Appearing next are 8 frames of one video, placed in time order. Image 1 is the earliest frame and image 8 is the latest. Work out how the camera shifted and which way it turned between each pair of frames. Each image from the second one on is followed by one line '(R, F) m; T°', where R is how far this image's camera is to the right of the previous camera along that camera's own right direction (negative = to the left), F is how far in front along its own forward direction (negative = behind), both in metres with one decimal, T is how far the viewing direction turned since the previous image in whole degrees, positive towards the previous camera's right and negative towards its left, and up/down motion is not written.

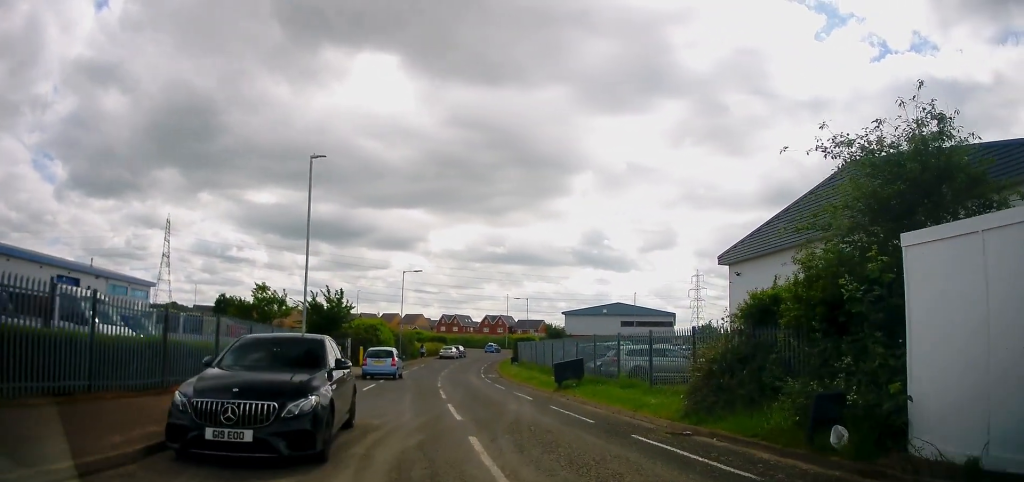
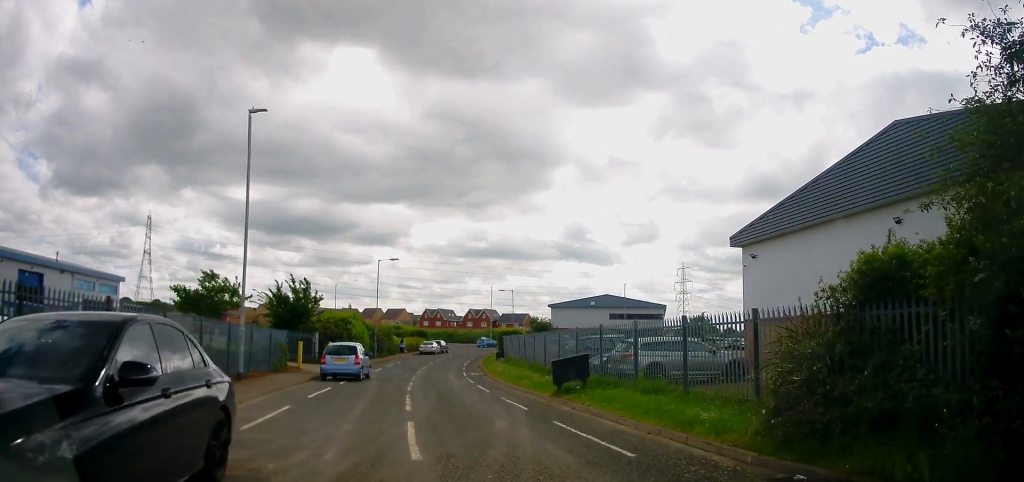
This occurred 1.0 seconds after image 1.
(+0.1, +4.6) m; +3°
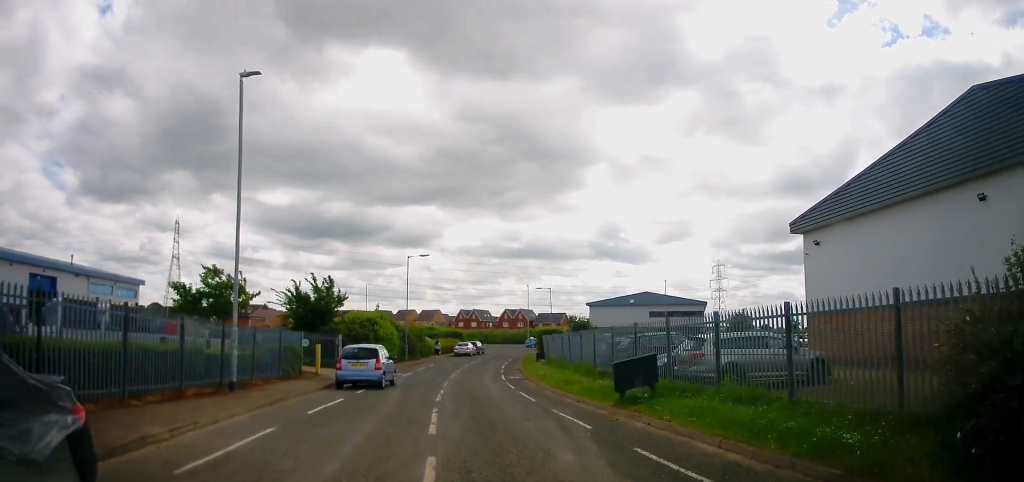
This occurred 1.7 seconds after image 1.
(0.0, +3.2) m; -1°
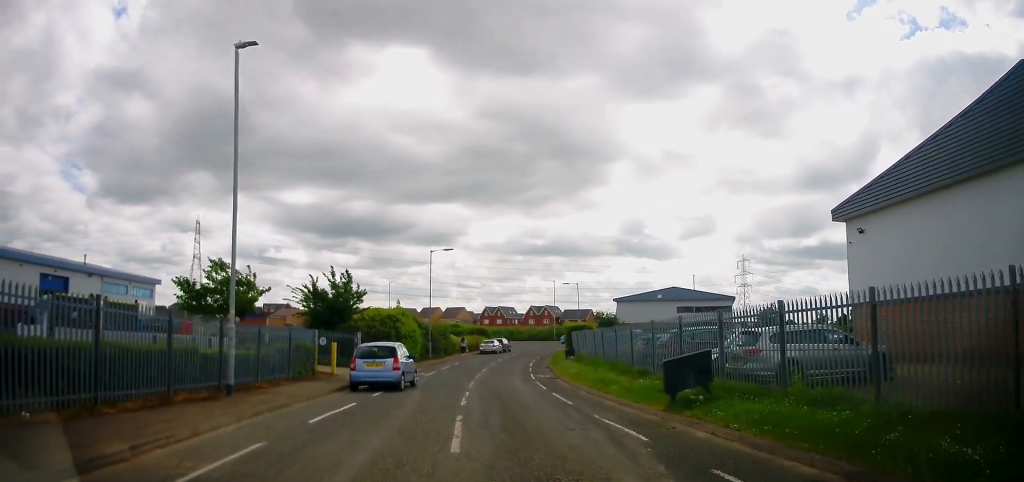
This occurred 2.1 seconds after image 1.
(+0.1, +1.8) m; -3°
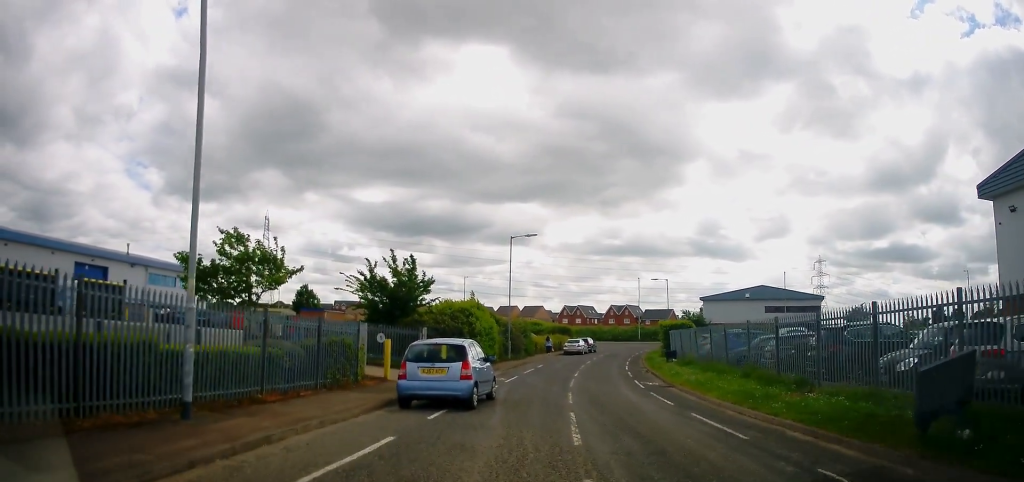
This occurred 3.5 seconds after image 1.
(-0.7, +5.4) m; -7°
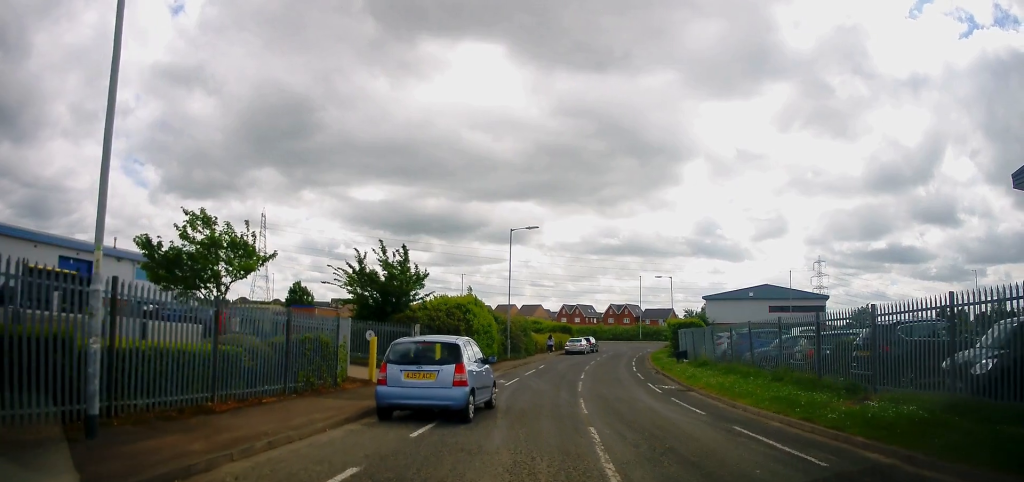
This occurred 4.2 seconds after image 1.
(+0.3, +2.3) m; +4°
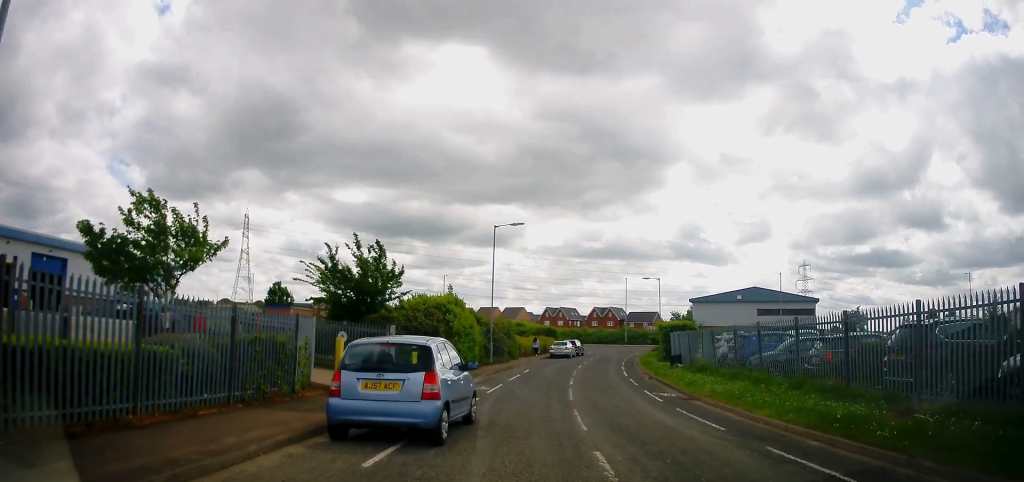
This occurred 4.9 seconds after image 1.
(0.0, +2.1) m; +3°
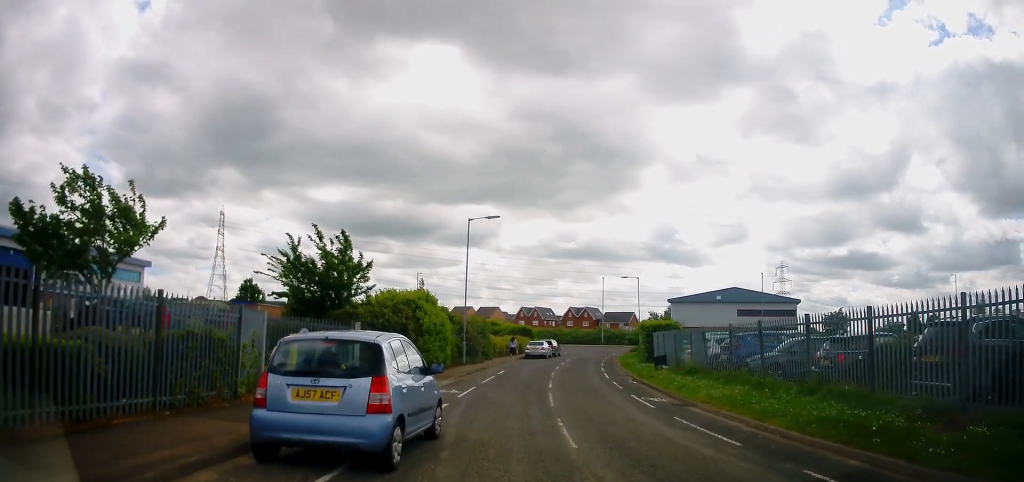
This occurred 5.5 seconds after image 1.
(0.0, +1.8) m; +1°
